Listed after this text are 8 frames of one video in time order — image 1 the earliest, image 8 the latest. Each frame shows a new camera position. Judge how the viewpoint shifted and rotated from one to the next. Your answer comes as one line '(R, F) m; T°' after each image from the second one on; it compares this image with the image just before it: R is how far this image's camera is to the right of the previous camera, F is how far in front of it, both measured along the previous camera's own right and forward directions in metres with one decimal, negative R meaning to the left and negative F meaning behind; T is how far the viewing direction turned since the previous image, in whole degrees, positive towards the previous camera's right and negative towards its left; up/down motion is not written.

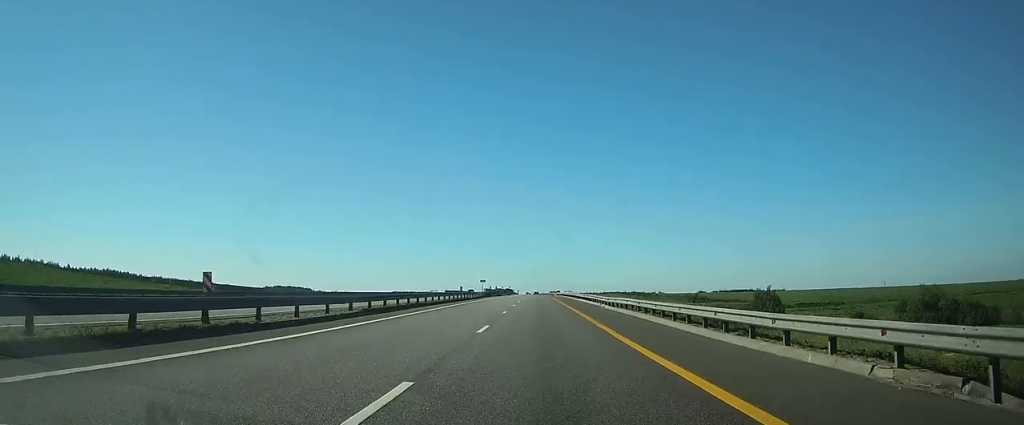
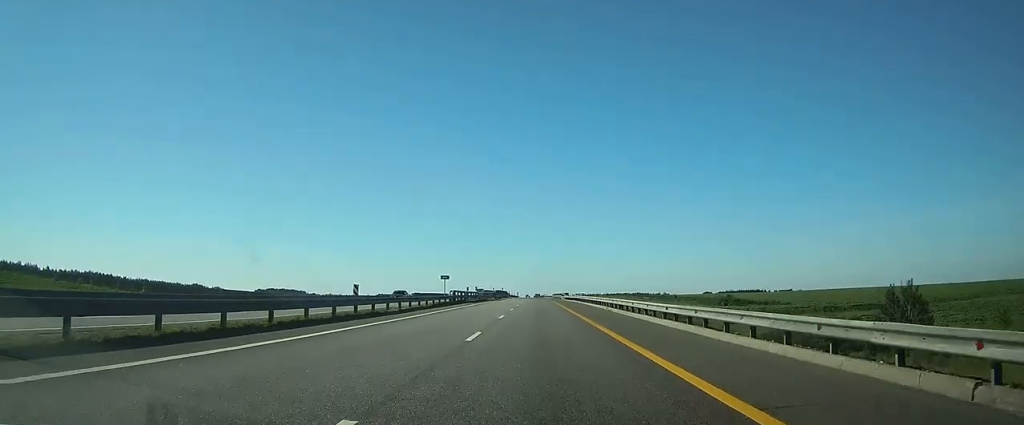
(0.0, +37.8) m; 0°
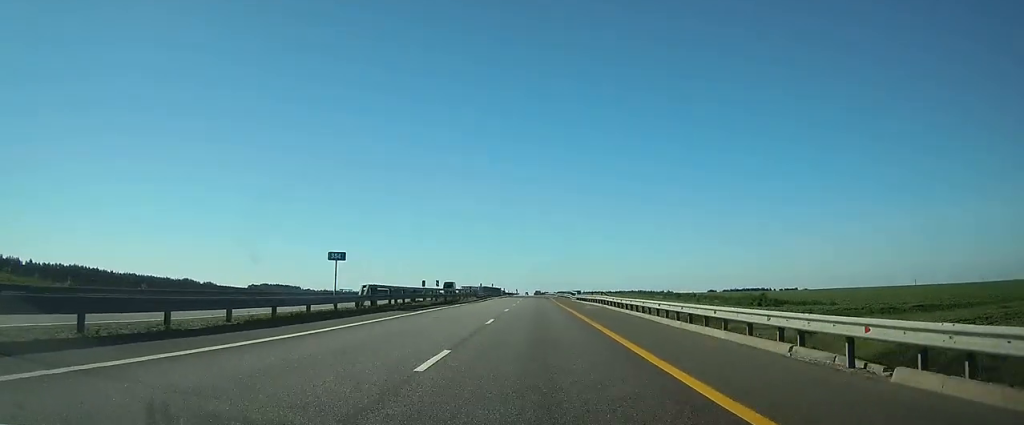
(-0.1, +29.5) m; 0°
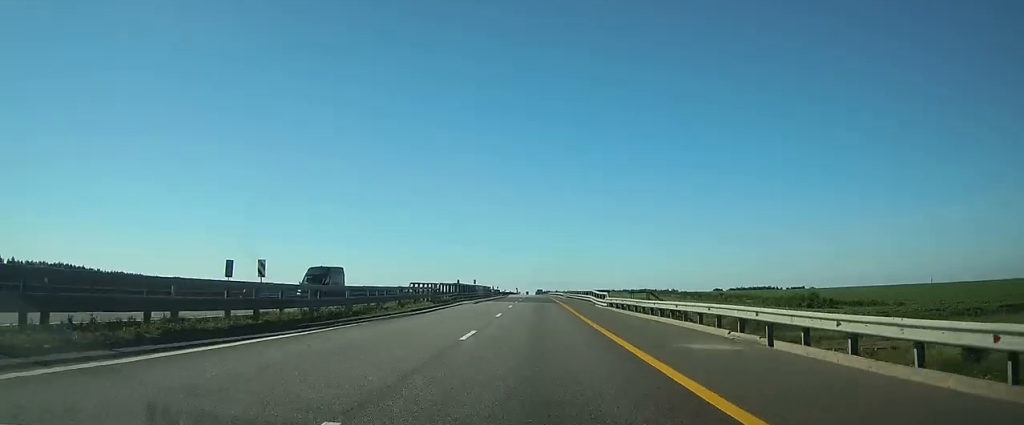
(0.0, +30.3) m; 0°
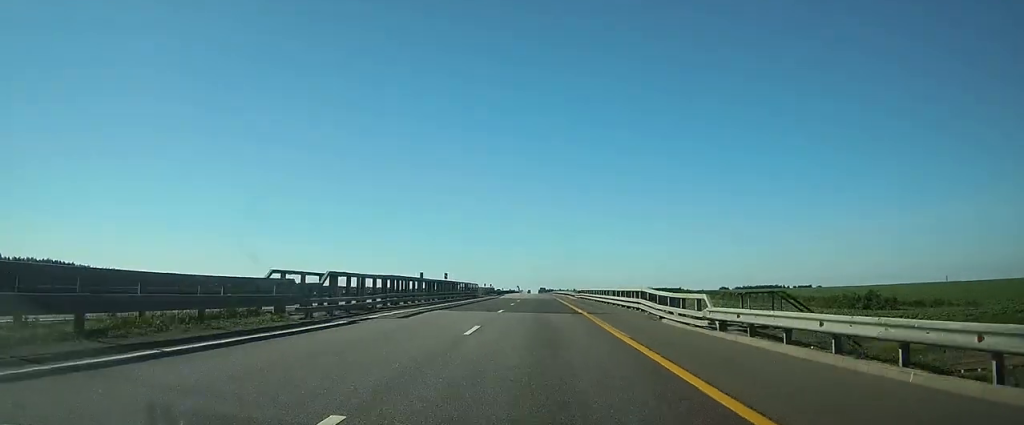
(0.0, +23.8) m; 0°
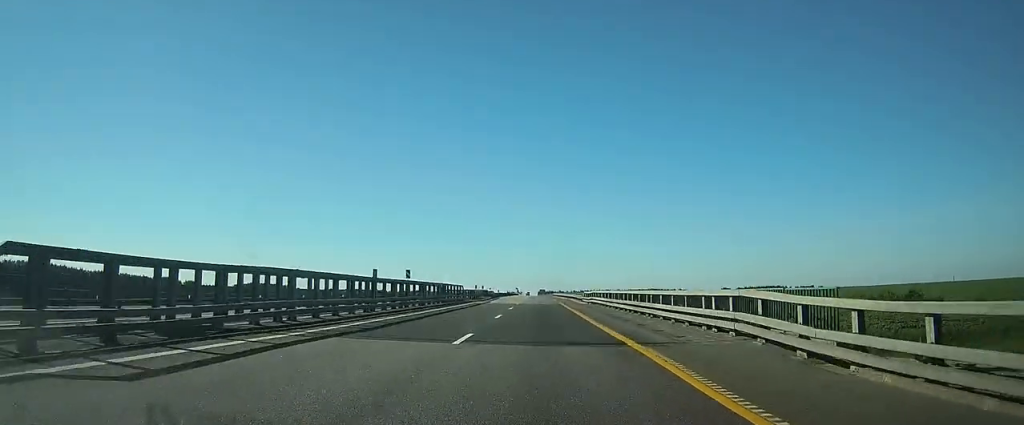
(0.0, +13.7) m; 0°
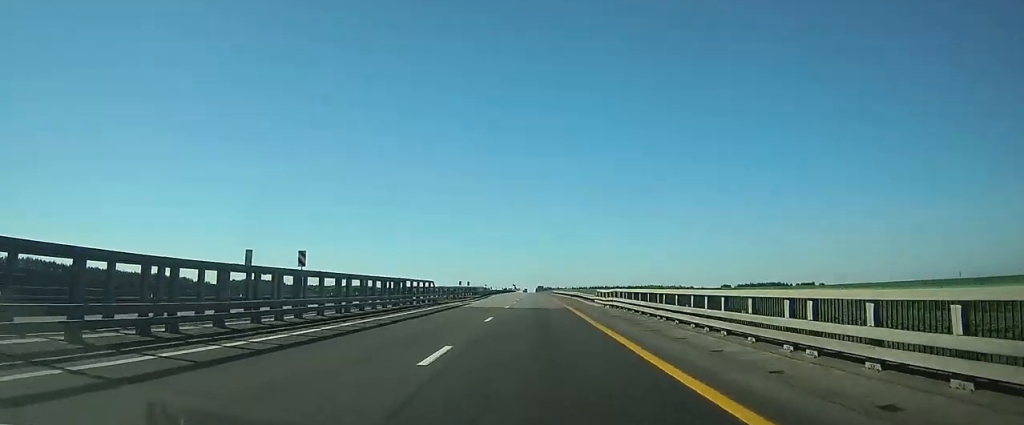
(0.0, +15.4) m; 0°
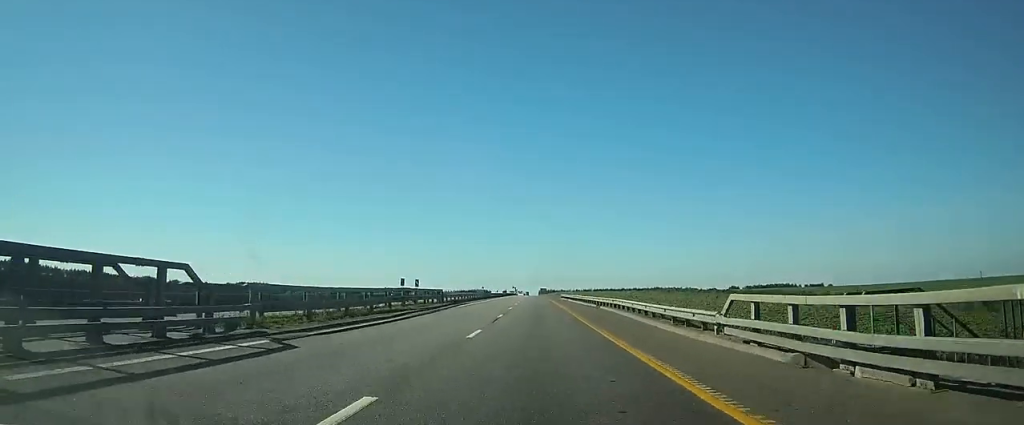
(-0.1, +31.6) m; 0°
